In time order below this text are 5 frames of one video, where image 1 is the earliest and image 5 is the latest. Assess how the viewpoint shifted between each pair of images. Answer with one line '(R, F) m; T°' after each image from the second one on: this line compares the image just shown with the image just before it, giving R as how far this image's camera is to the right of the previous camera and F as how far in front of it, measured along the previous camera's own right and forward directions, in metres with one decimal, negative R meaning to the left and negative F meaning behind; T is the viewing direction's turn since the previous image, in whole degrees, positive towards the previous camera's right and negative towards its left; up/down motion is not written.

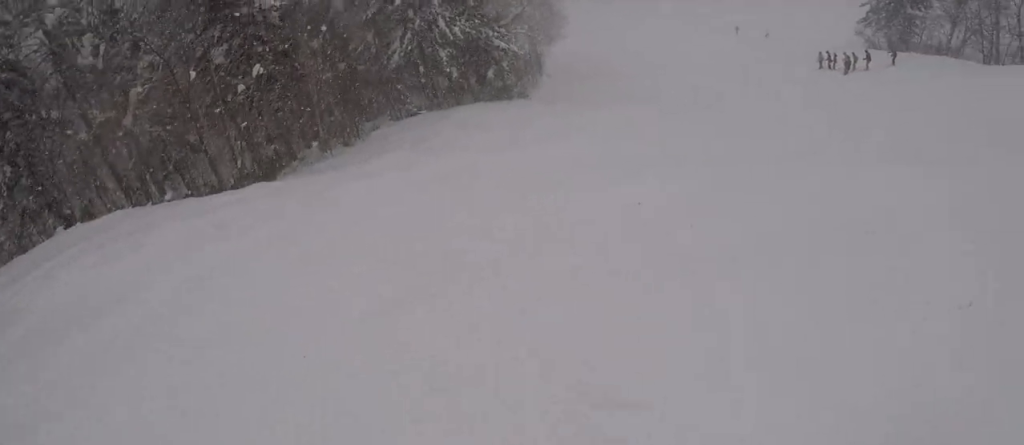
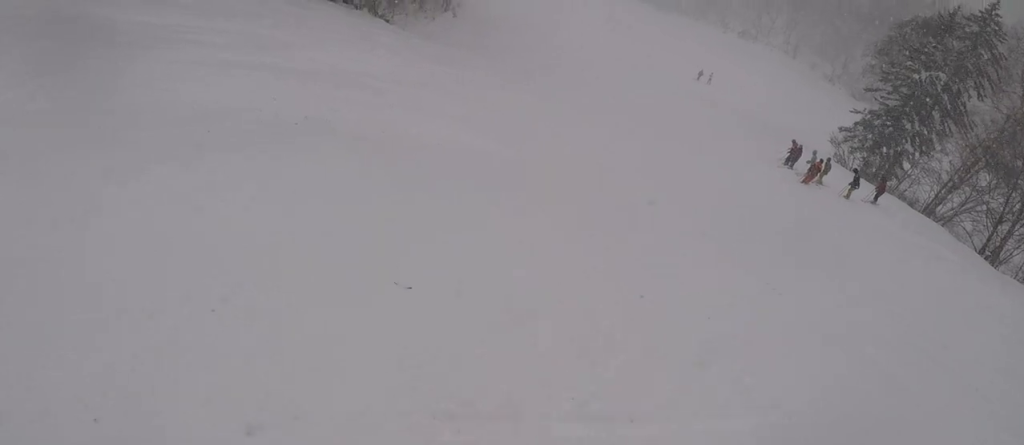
(+7.6, +12.8) m; -5°
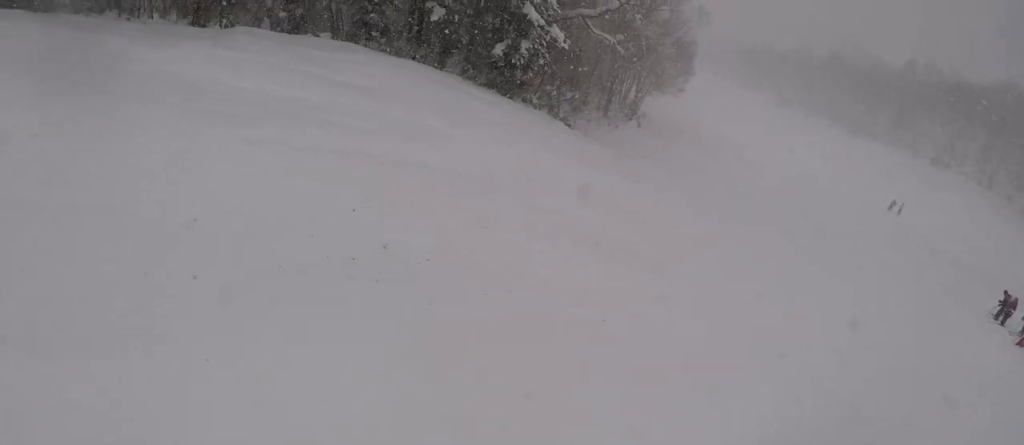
(-0.3, +2.5) m; -6°
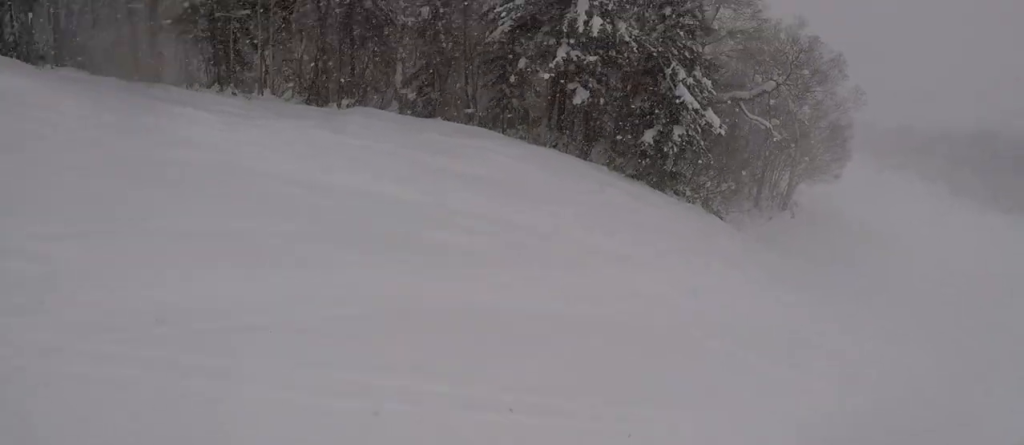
(-0.1, +3.5) m; +6°
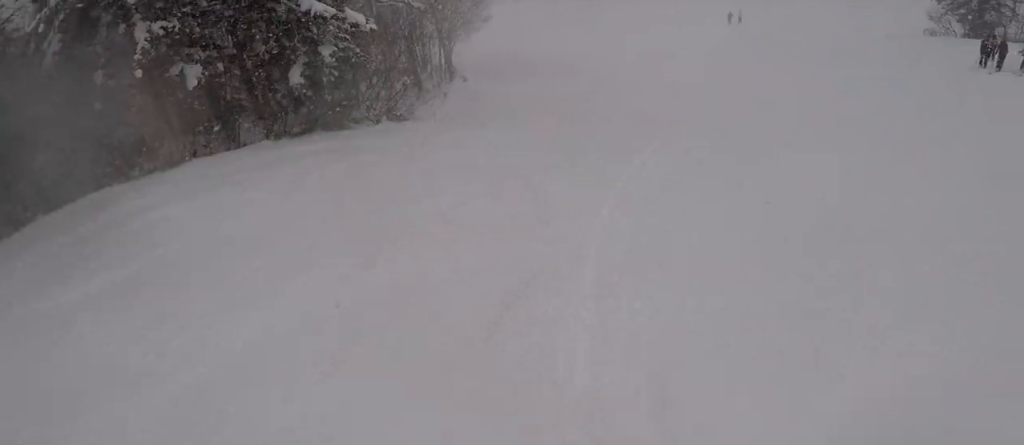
(+0.9, +4.8) m; +28°
